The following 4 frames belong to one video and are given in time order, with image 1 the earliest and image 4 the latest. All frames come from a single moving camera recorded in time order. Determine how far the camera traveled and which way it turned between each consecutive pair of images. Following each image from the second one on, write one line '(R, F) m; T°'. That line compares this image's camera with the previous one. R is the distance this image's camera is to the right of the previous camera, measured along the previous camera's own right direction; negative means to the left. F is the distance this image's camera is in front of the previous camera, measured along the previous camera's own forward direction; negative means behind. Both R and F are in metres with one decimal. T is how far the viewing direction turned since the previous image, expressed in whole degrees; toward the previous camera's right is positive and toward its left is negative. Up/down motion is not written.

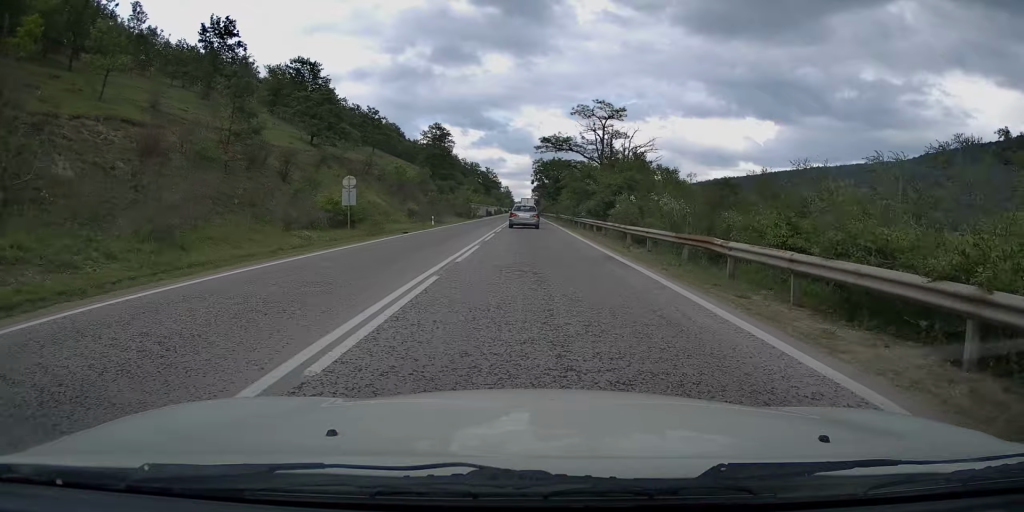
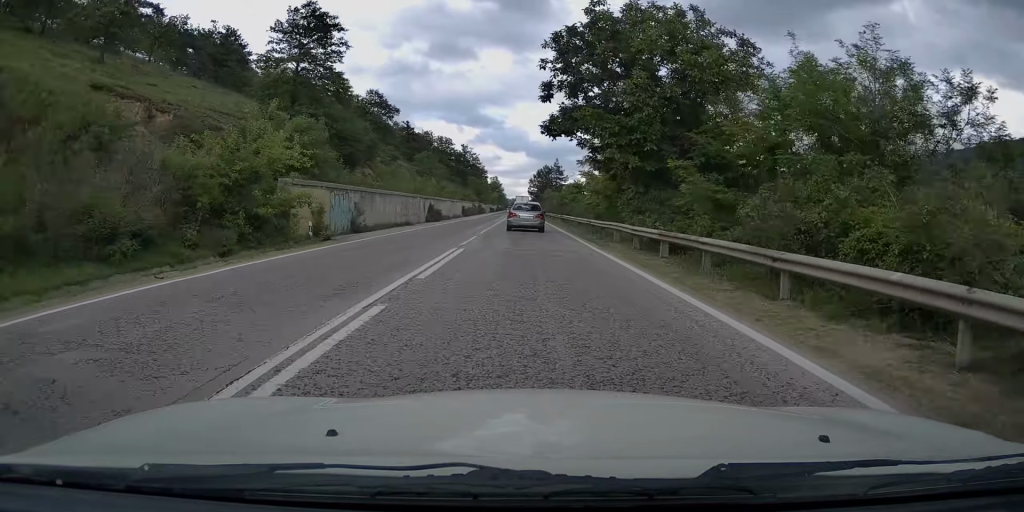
(-0.3, +74.8) m; +1°
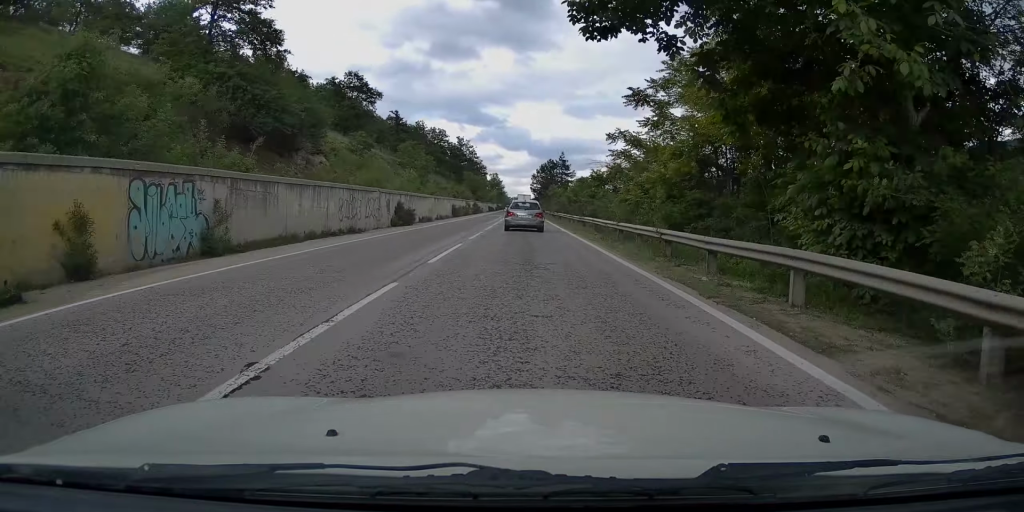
(0.0, +15.6) m; 0°
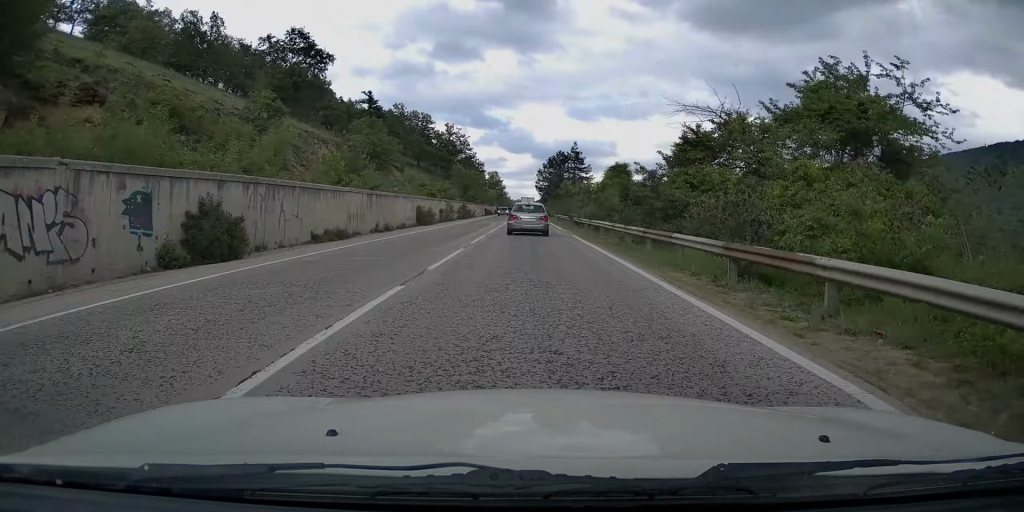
(0.0, +27.3) m; -1°
